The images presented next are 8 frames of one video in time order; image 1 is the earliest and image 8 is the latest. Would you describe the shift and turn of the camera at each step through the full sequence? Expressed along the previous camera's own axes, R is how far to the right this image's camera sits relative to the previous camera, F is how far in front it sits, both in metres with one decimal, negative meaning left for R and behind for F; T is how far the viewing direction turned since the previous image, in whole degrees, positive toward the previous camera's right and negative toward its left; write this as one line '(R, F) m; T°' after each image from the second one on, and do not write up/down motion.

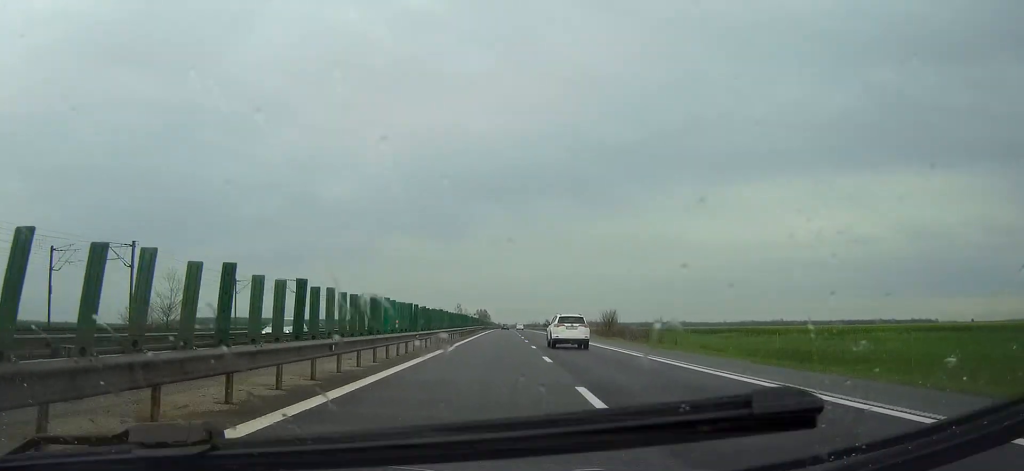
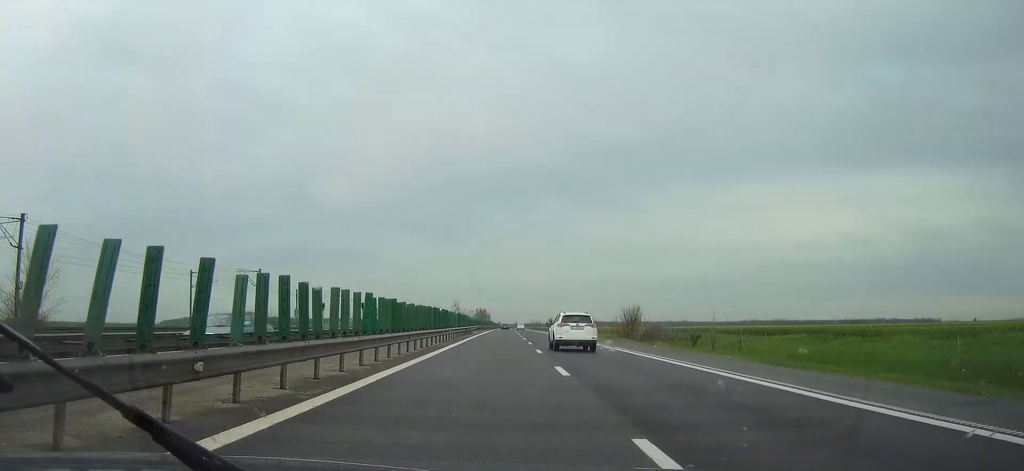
(0.0, +16.3) m; 0°
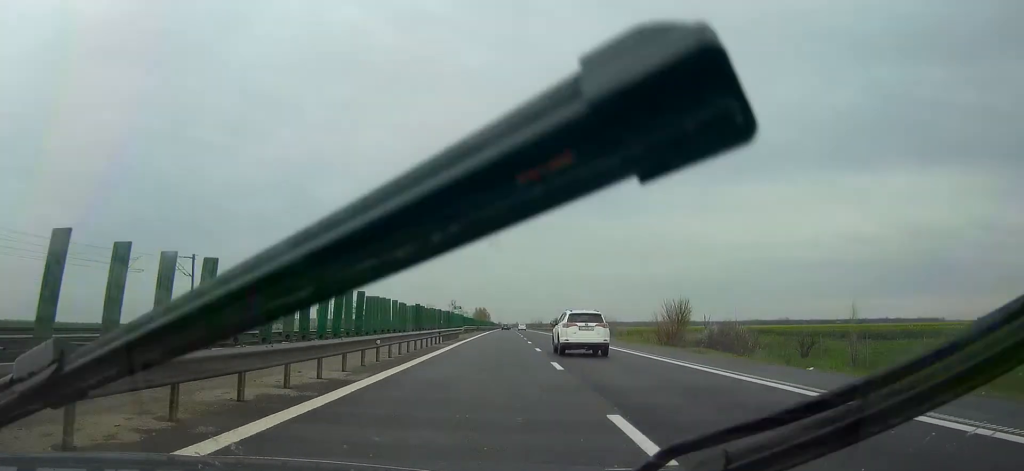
(0.0, +20.1) m; 0°
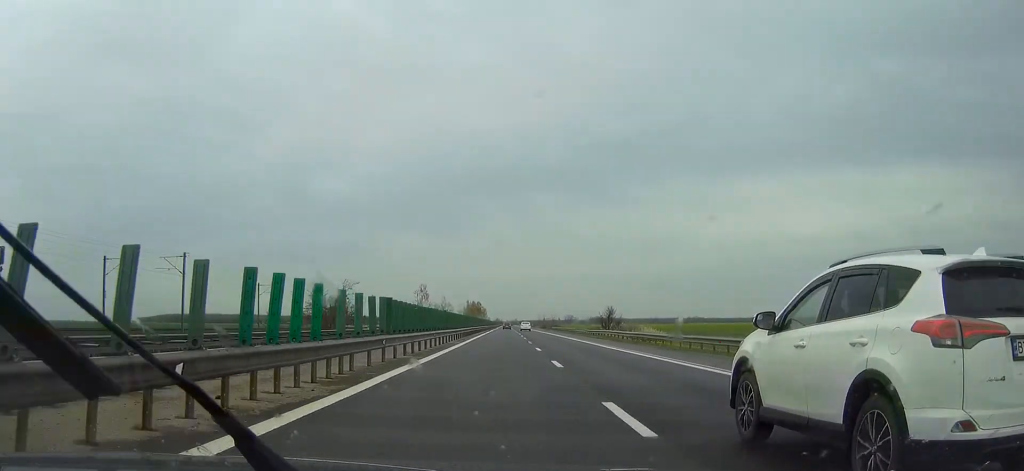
(-0.1, +103.5) m; 0°
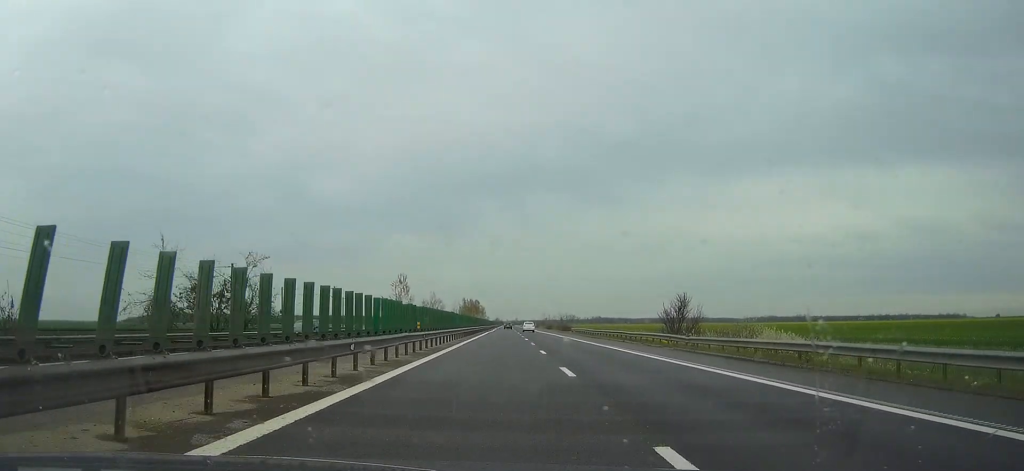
(+0.1, +39.1) m; 0°
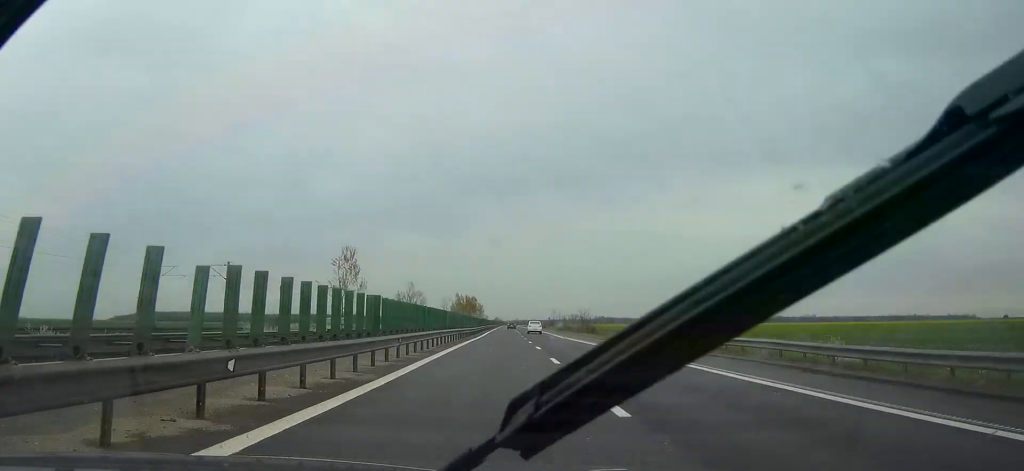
(+0.1, +54.3) m; 0°
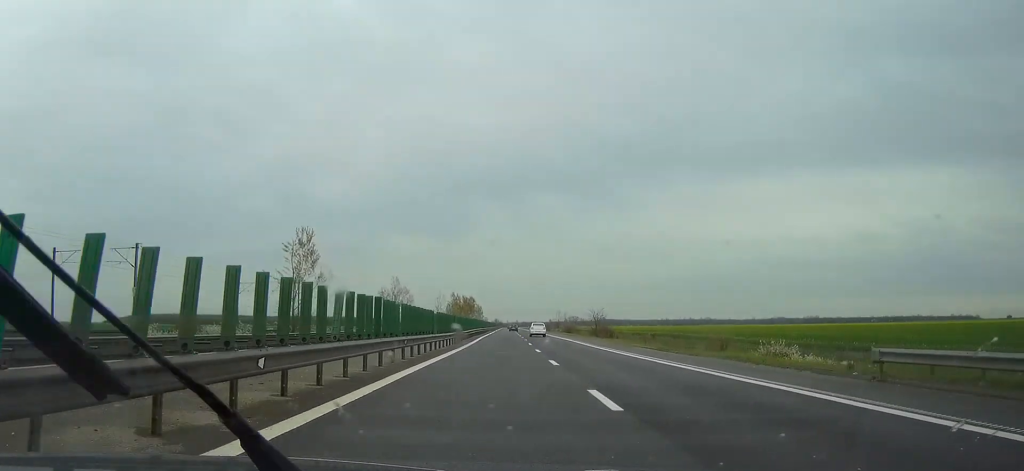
(0.0, +23.7) m; 0°
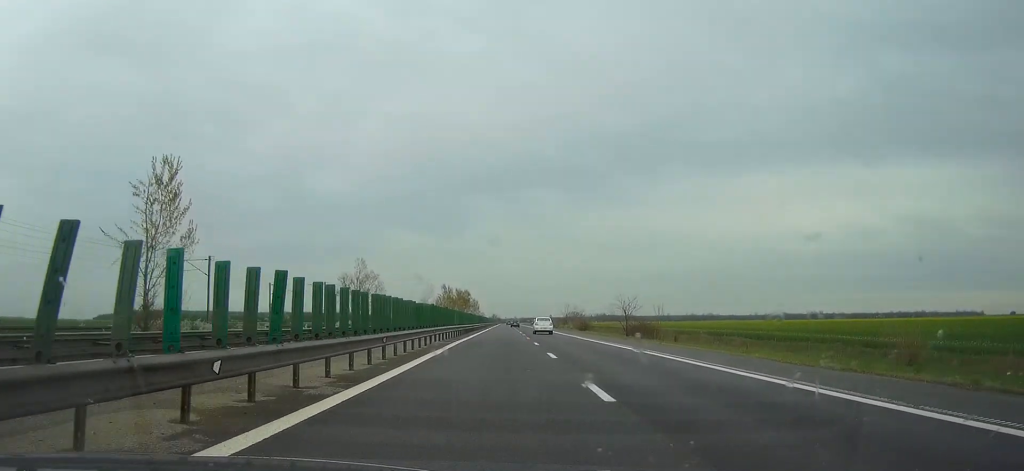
(0.0, +37.4) m; 0°
